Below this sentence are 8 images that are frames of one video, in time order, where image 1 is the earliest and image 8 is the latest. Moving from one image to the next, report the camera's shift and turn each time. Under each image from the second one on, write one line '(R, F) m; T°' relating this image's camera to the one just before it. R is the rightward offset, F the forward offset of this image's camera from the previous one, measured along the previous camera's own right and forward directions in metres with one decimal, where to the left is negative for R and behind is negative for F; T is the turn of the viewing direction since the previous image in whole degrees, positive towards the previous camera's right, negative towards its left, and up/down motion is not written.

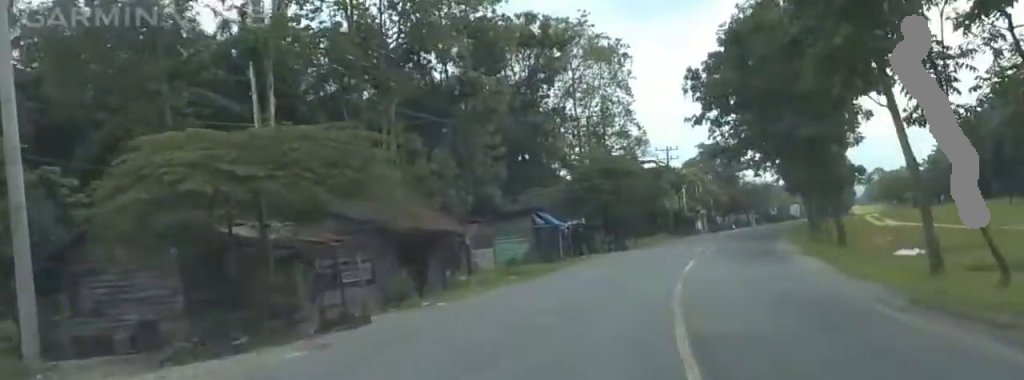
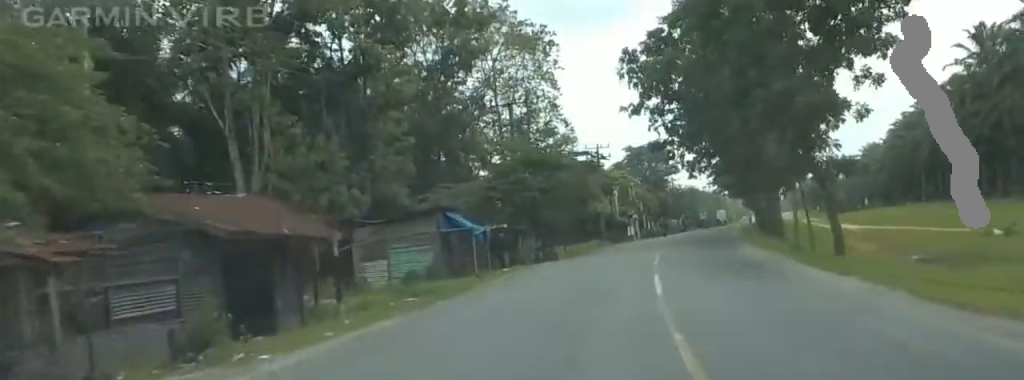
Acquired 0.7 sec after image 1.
(-0.6, +9.6) m; +3°
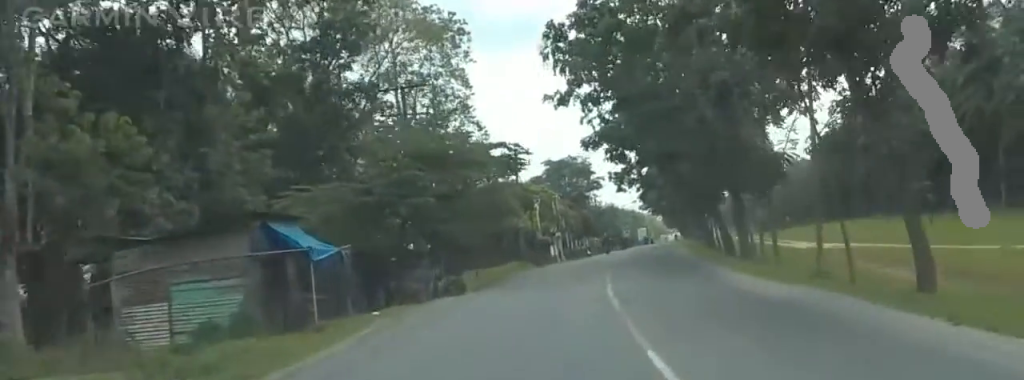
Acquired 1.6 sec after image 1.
(+1.2, +12.9) m; +11°
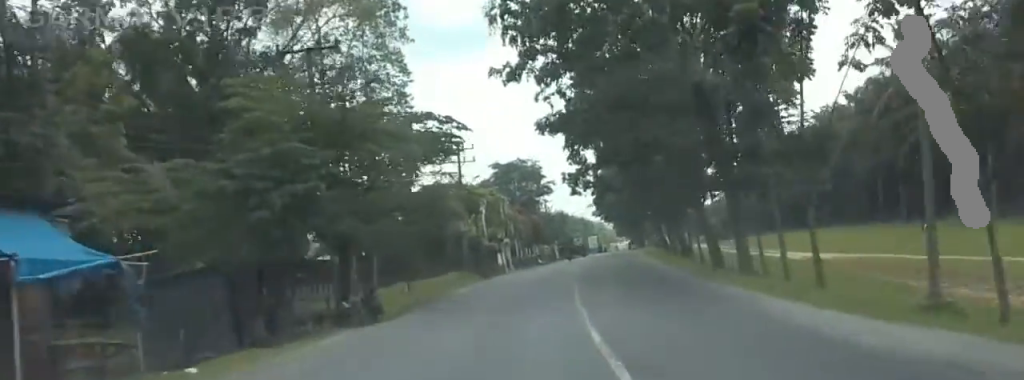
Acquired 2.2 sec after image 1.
(+0.9, +9.5) m; +4°
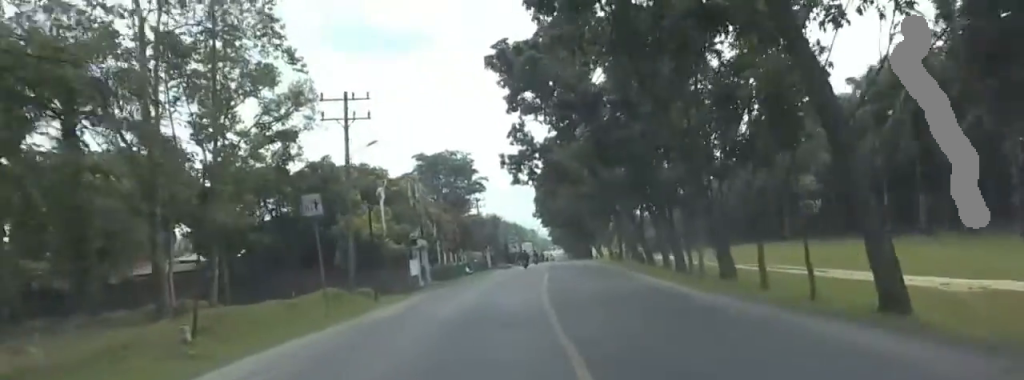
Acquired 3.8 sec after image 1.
(+0.2, +23.1) m; -4°
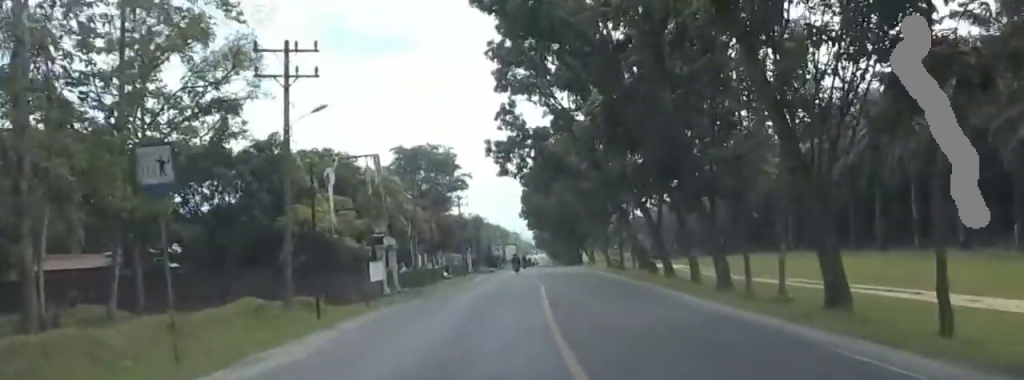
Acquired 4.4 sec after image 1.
(-1.1, +9.9) m; 0°
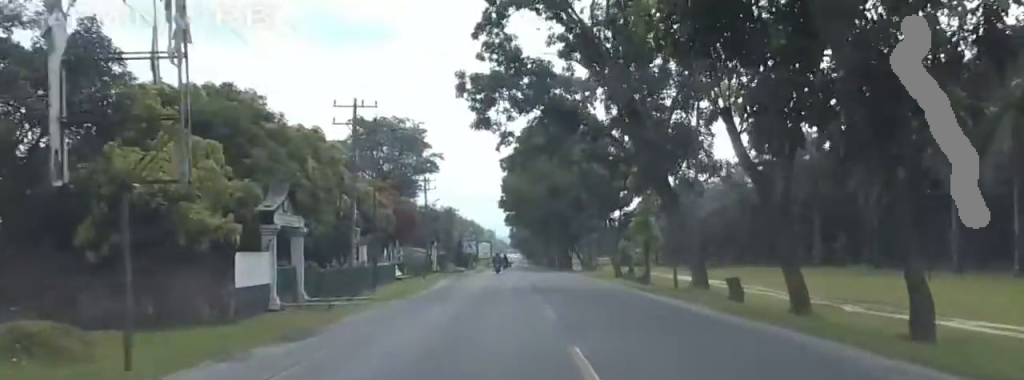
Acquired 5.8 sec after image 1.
(+1.8, +20.2) m; +6°
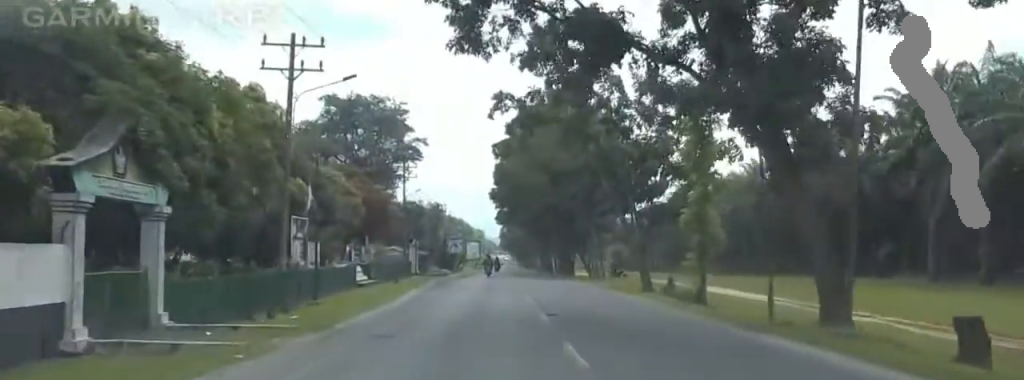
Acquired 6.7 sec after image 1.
(0.0, +13.9) m; 0°
